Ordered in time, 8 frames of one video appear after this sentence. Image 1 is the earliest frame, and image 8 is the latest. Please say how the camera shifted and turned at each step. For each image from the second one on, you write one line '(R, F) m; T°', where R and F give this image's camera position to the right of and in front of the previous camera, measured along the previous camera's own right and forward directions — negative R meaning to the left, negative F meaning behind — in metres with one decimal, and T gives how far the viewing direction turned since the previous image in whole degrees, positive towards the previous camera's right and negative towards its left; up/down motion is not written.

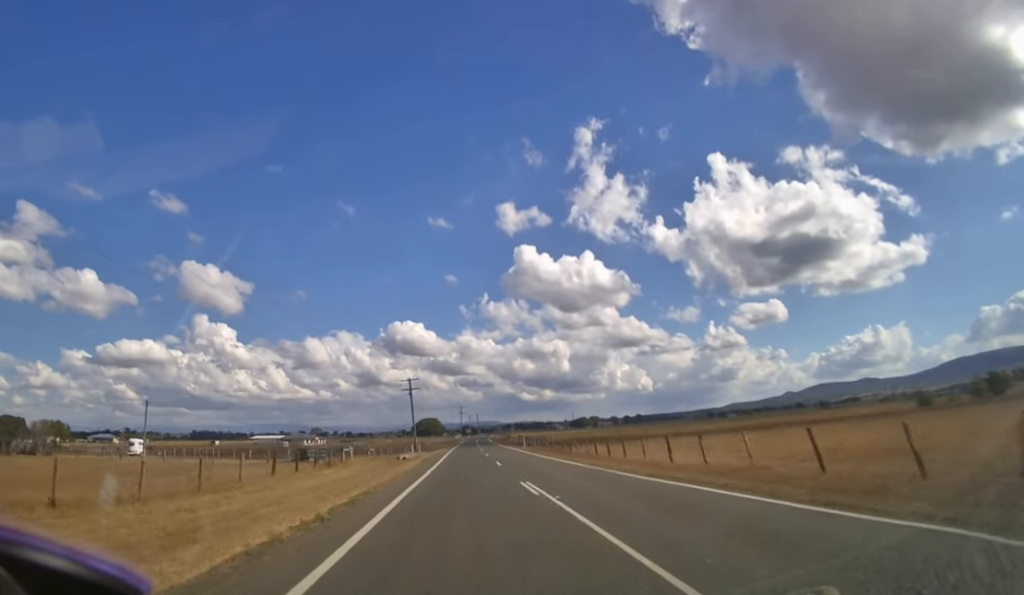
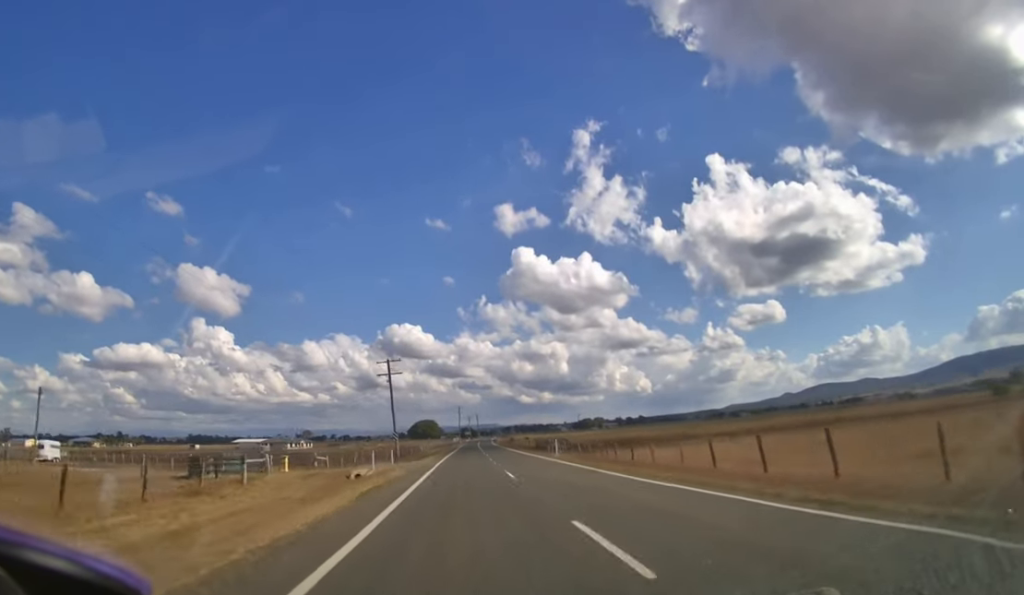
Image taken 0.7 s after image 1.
(0.0, +20.8) m; 0°
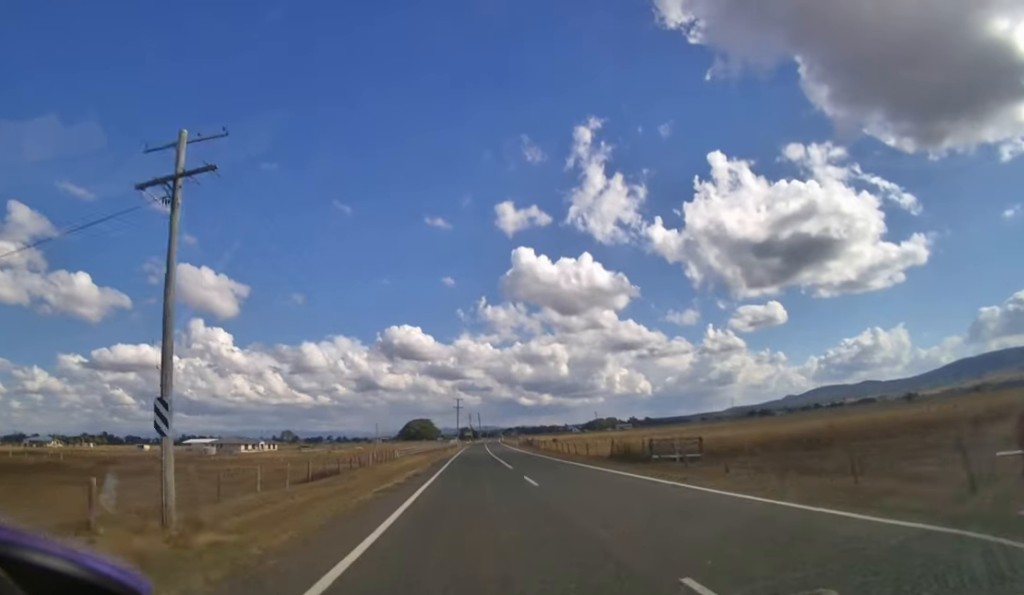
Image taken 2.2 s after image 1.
(+0.1, +42.8) m; 0°
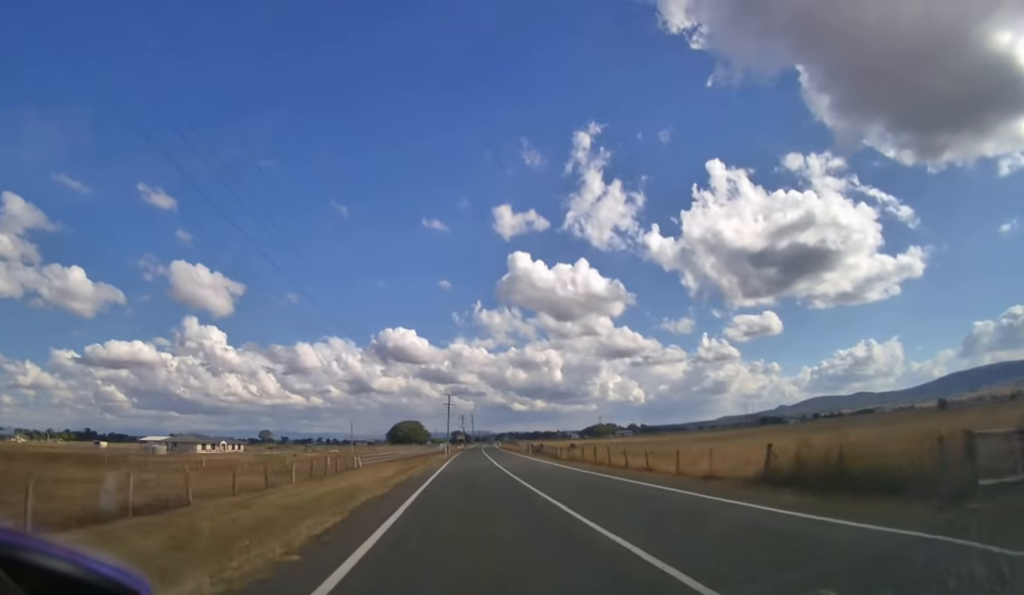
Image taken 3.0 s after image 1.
(0.0, +20.6) m; 0°
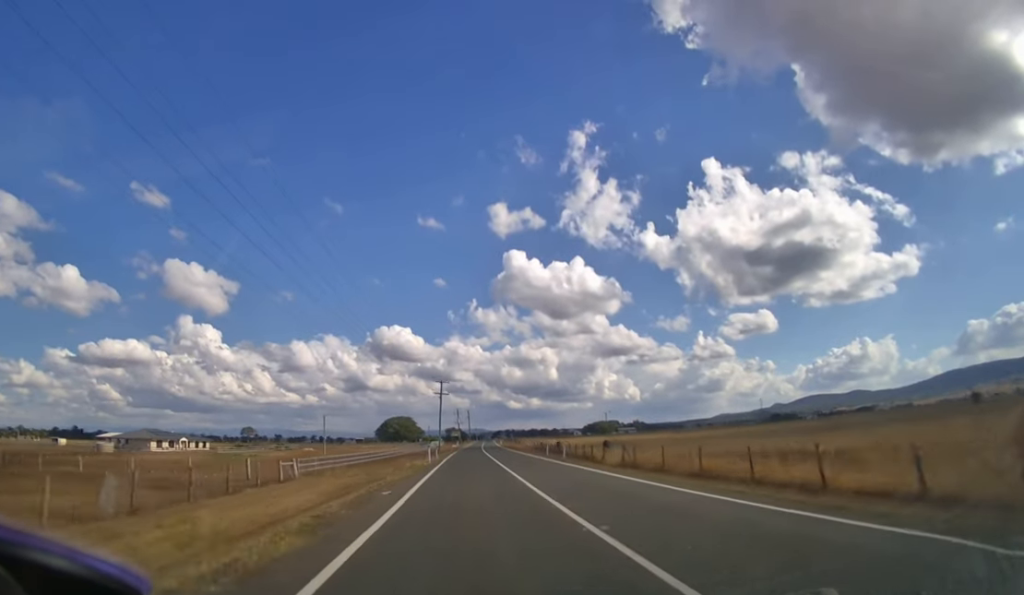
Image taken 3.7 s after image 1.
(+0.1, +16.6) m; +1°
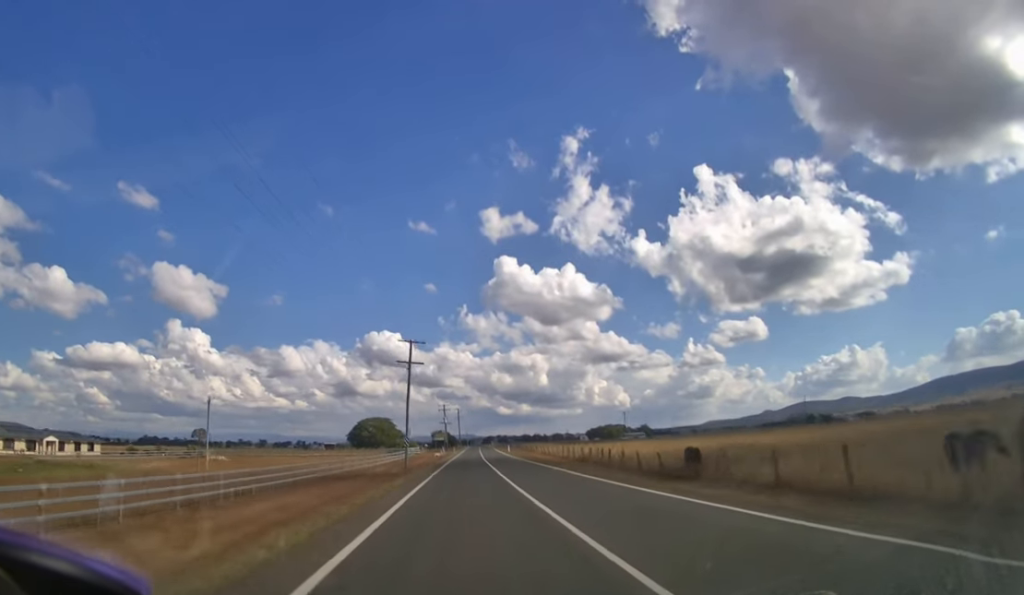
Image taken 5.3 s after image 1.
(+0.3, +34.4) m; +1°
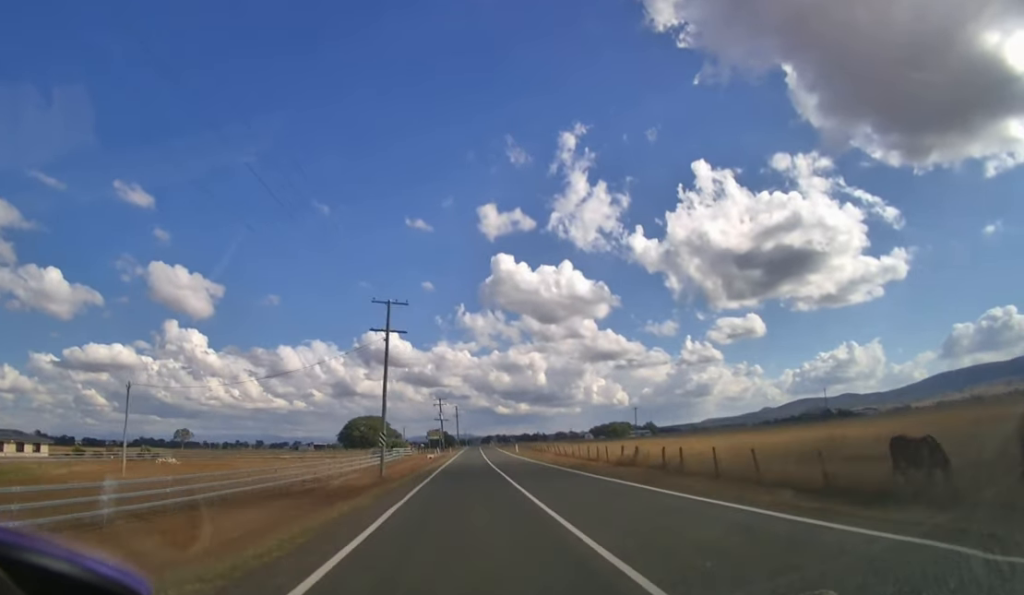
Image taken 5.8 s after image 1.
(0.0, +11.4) m; 0°
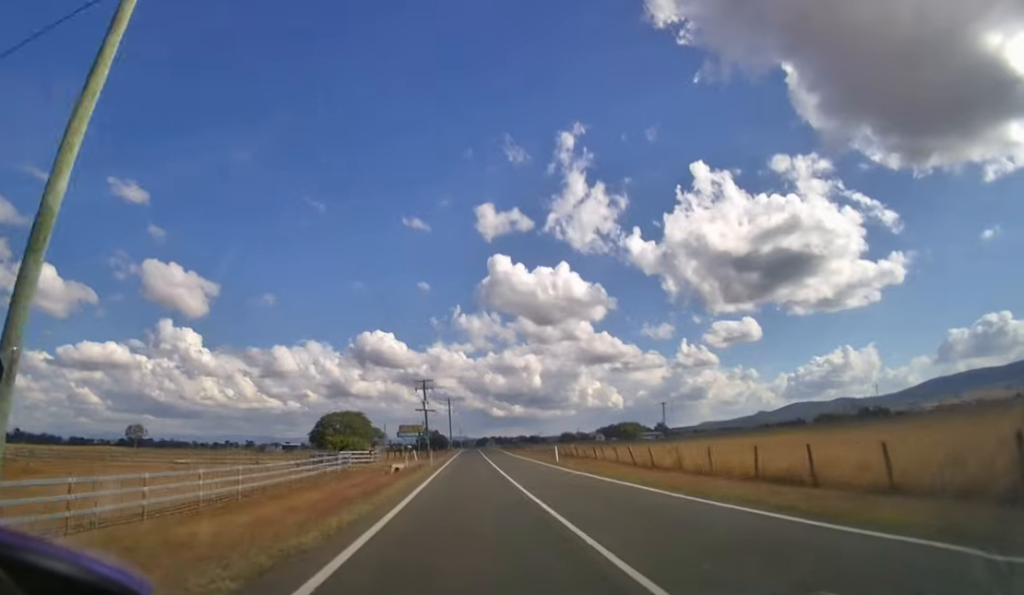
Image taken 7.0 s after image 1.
(+0.1, +26.8) m; +1°
